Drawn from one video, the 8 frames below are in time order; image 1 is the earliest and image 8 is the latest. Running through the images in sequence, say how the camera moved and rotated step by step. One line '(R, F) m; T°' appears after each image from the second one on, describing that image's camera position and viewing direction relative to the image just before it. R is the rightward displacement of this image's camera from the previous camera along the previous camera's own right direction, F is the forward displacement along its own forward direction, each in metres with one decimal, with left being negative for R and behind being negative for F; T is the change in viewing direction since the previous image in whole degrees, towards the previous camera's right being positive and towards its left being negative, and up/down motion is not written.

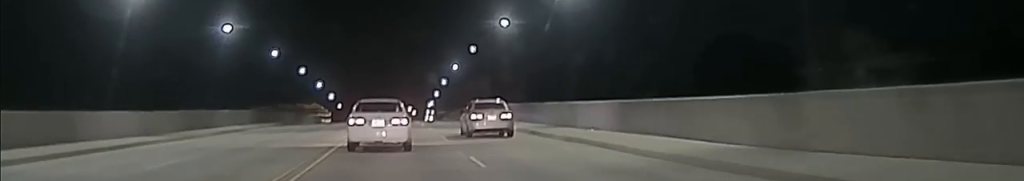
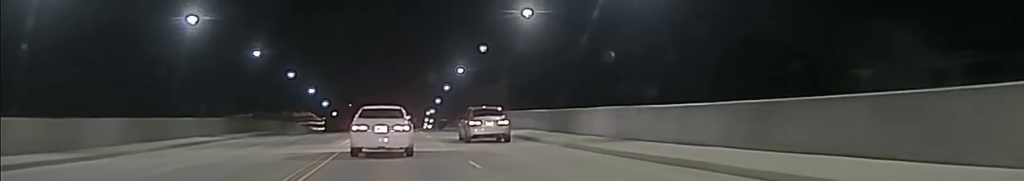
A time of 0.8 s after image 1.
(+0.3, +11.3) m; 0°
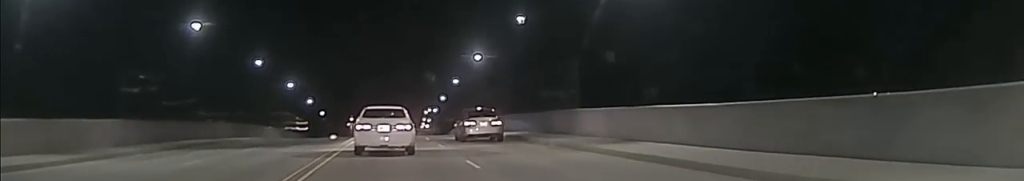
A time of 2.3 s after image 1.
(-0.7, +22.6) m; -1°
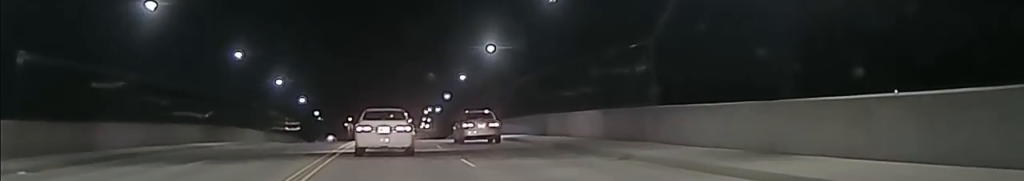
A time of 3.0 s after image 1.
(+0.1, +10.7) m; +1°
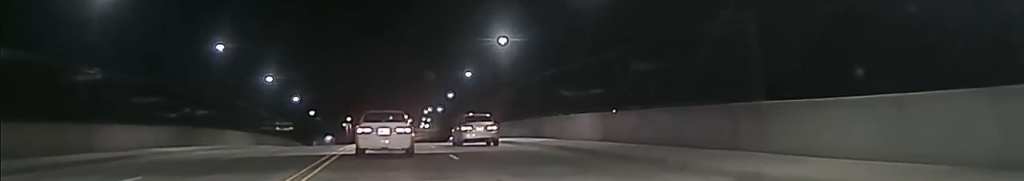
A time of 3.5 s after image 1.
(+0.1, +7.0) m; +1°
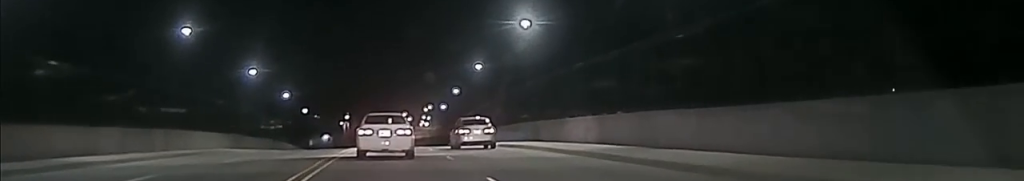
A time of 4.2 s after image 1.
(0.0, +10.2) m; 0°
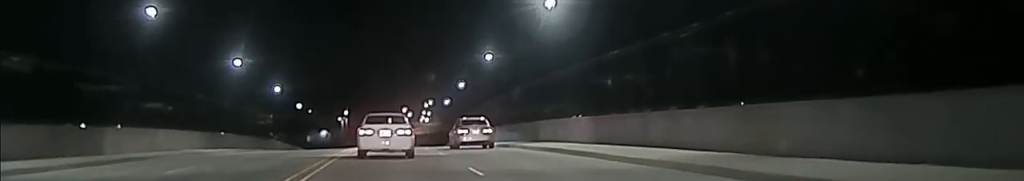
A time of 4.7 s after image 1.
(0.0, +7.8) m; 0°
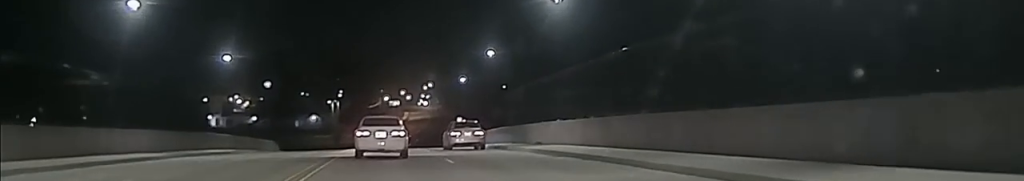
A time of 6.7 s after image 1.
(+0.4, +32.4) m; +2°
